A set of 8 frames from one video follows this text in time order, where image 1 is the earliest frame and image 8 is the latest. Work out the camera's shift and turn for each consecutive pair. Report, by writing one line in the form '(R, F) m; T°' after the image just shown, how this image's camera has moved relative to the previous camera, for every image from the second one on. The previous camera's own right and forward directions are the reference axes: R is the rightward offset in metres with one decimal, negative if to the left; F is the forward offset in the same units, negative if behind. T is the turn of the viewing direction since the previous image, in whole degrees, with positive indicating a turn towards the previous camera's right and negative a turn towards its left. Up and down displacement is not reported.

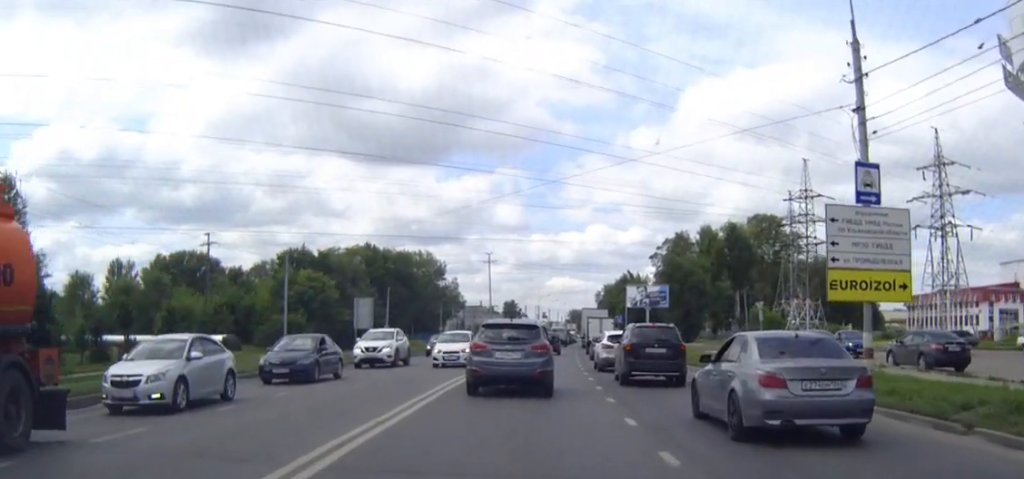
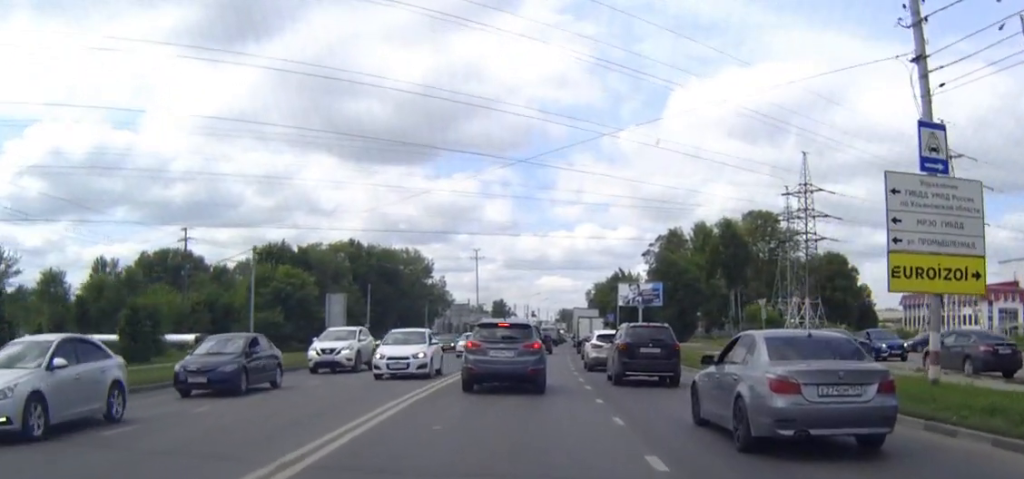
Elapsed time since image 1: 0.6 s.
(0.0, +4.4) m; +1°
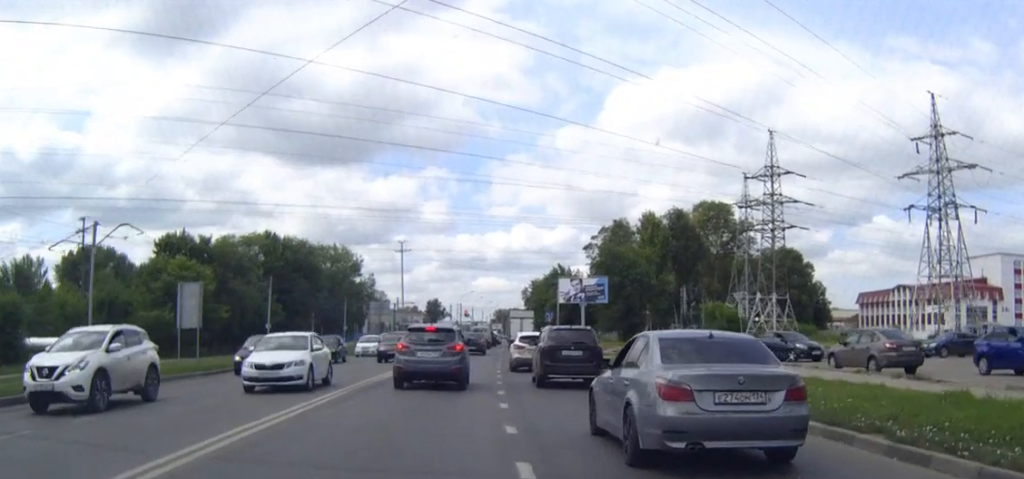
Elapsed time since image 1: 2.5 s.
(+0.5, +12.5) m; +5°
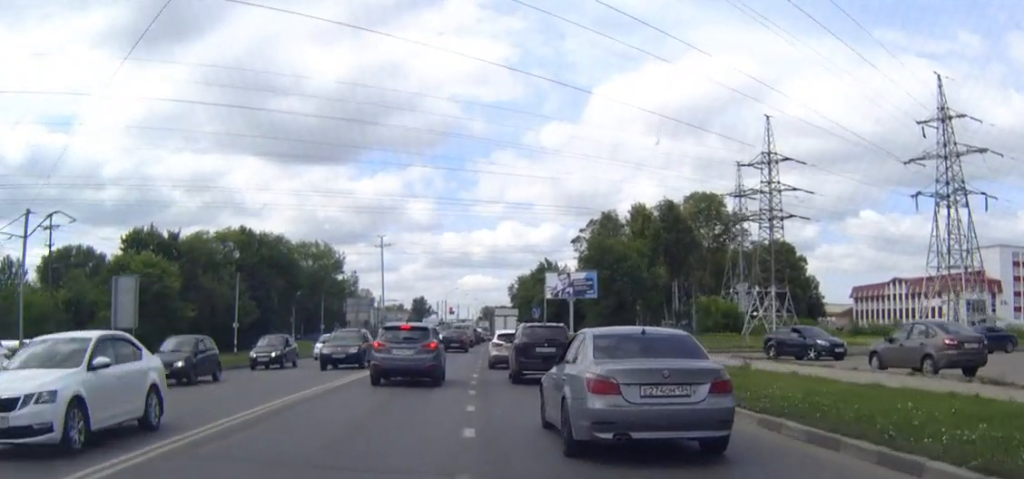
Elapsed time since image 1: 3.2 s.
(+0.1, +4.9) m; +1°
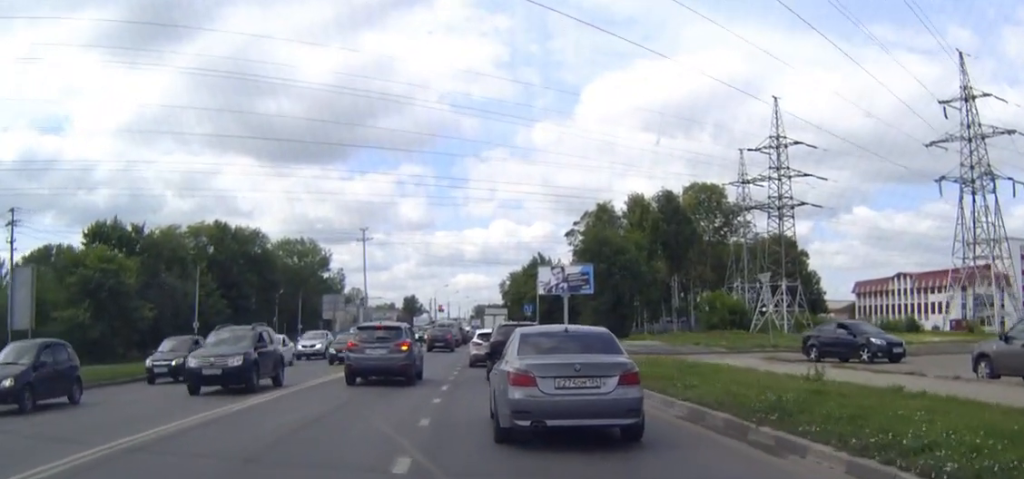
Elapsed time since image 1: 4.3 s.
(+0.1, +6.8) m; 0°
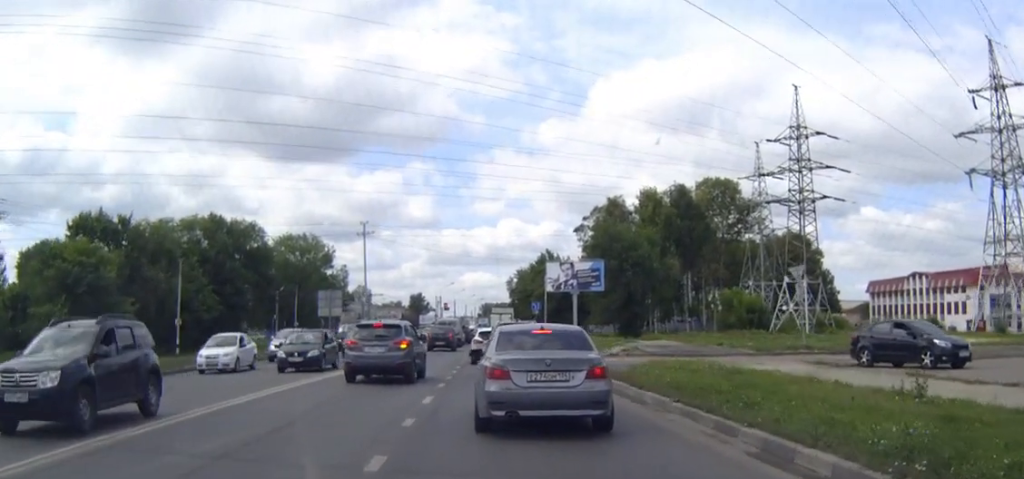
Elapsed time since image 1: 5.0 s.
(0.0, +4.4) m; -1°
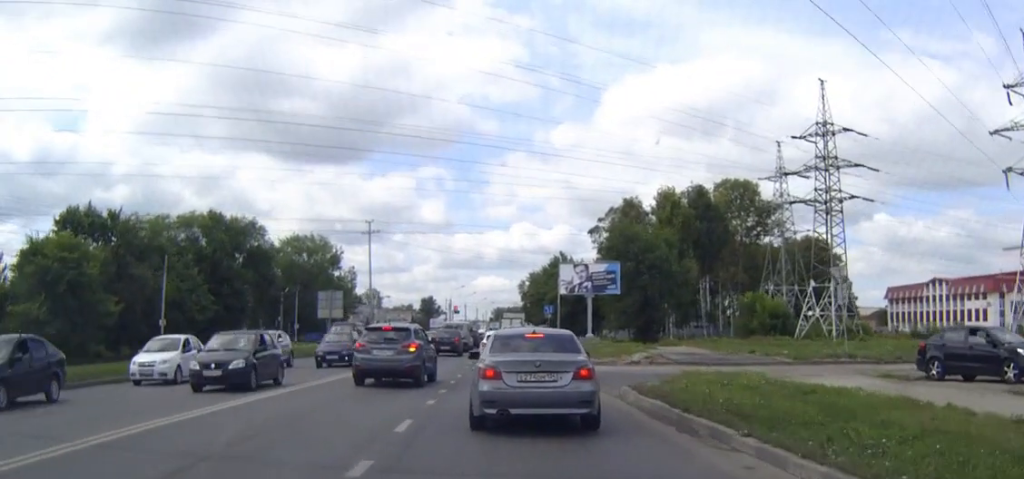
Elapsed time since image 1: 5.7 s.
(0.0, +4.1) m; -1°
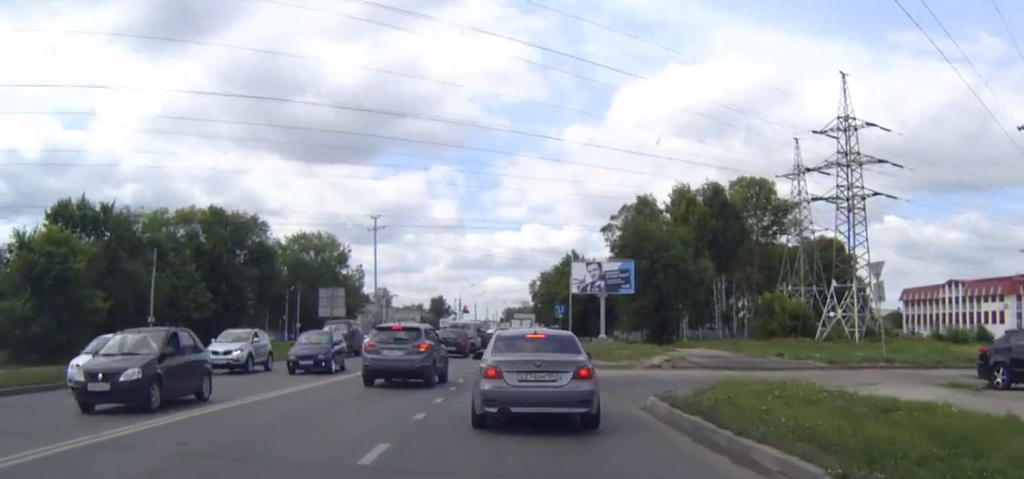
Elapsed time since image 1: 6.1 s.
(0.0, +2.9) m; -1°
